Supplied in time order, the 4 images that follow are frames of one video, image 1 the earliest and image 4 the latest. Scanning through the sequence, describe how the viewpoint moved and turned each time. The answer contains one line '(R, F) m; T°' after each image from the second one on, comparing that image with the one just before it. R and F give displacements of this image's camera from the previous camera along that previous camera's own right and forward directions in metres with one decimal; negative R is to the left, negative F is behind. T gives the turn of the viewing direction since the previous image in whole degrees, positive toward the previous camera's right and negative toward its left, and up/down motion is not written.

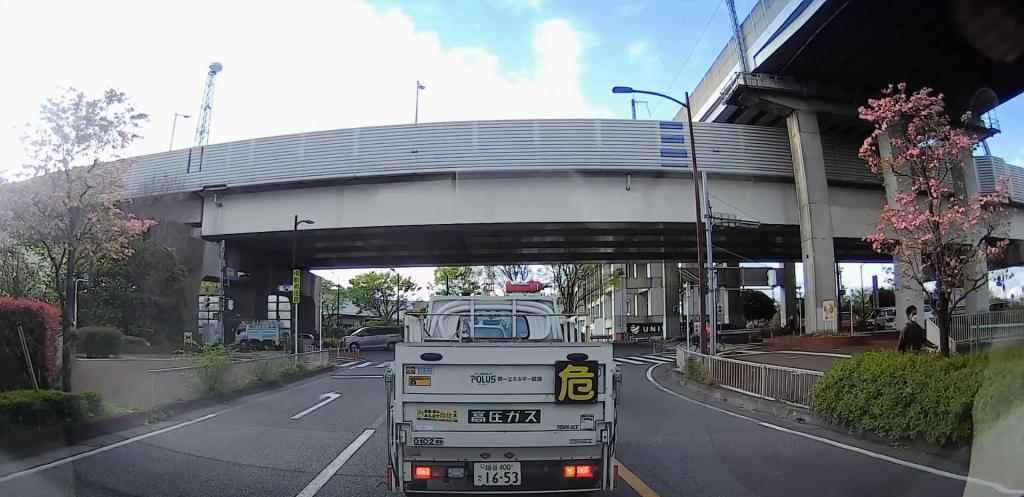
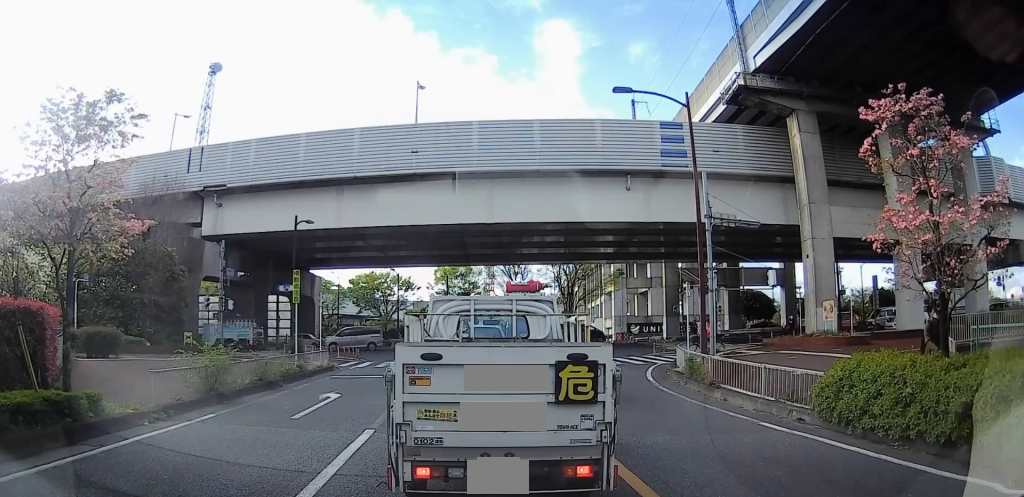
(0.0, 0.0) m; 0°
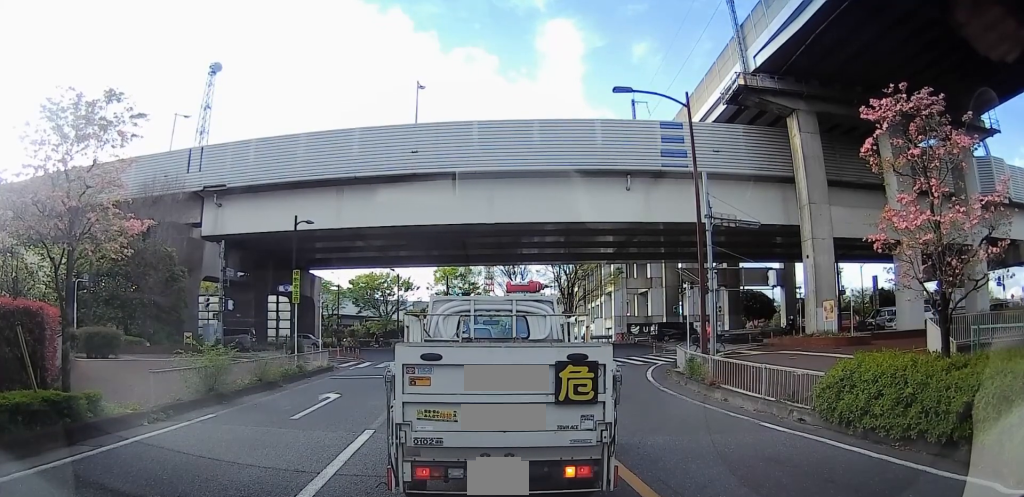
(0.0, 0.0) m; 0°
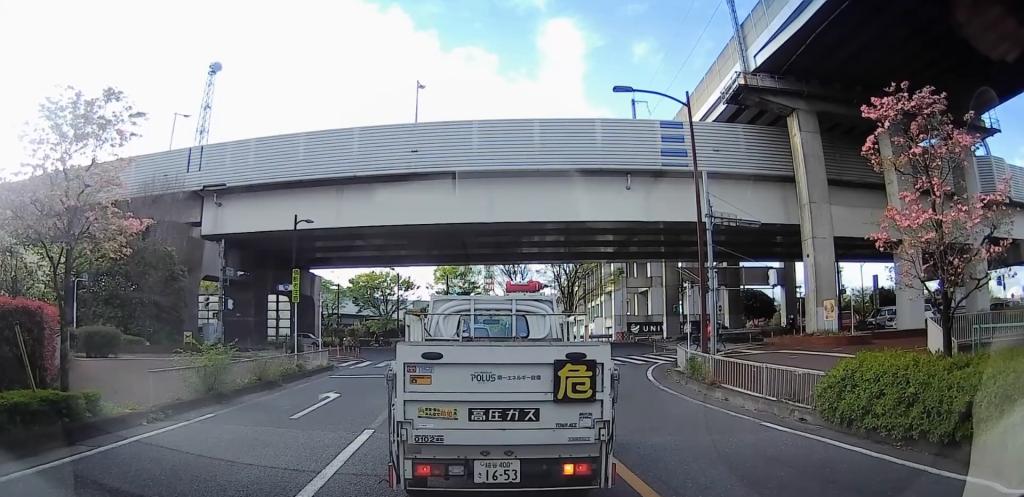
(0.0, 0.0) m; 0°
